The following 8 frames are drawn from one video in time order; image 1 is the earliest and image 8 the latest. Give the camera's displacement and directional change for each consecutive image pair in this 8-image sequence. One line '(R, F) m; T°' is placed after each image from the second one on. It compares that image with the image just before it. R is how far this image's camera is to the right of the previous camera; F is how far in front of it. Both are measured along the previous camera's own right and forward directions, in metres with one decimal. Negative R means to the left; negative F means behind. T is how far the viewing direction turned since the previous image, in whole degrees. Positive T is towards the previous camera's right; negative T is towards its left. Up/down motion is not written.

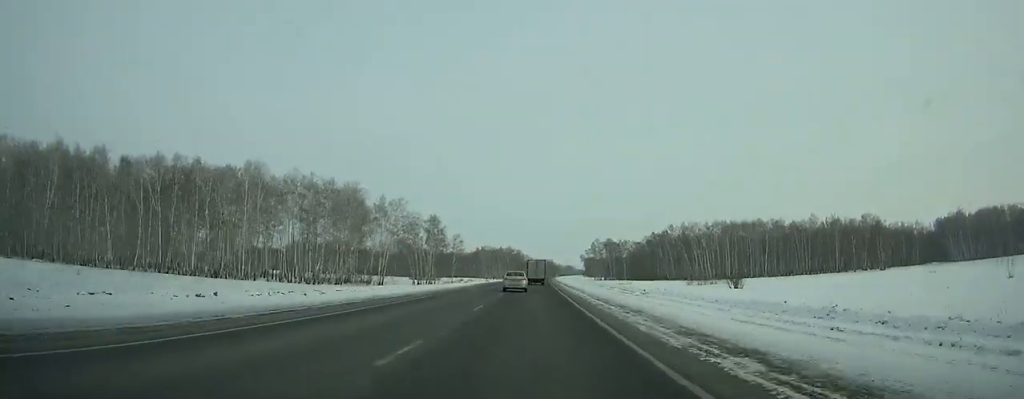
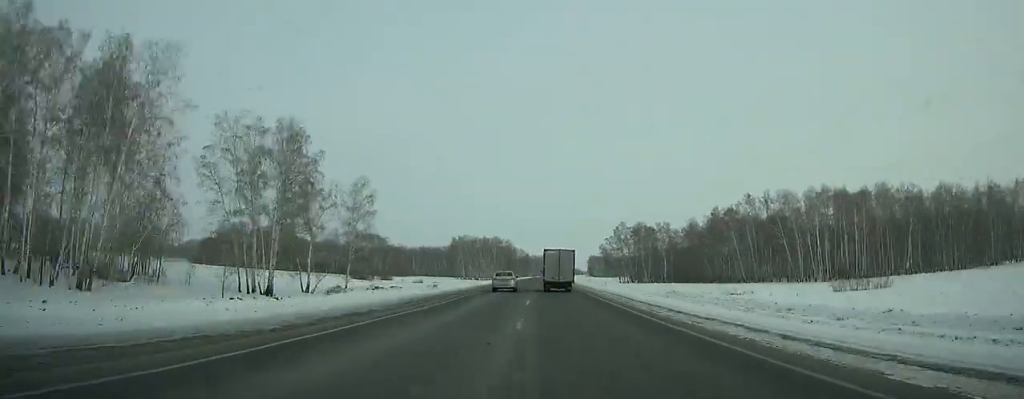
(+0.5, +92.4) m; +1°
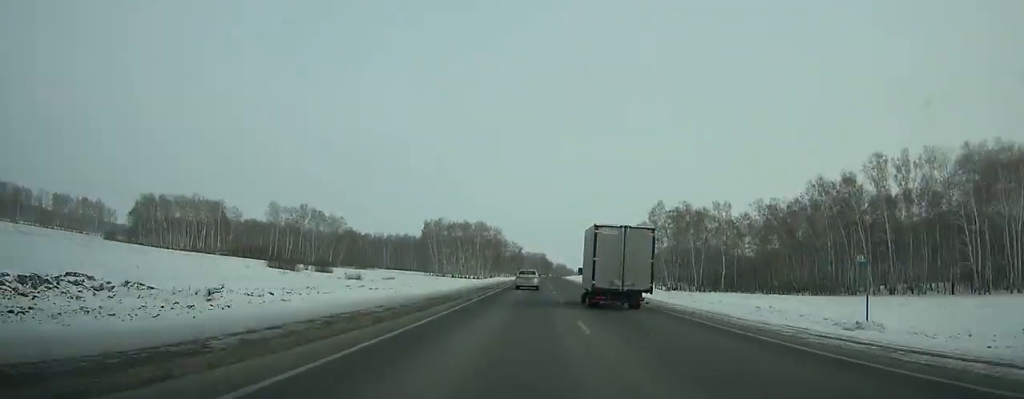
(+0.4, +62.0) m; +2°
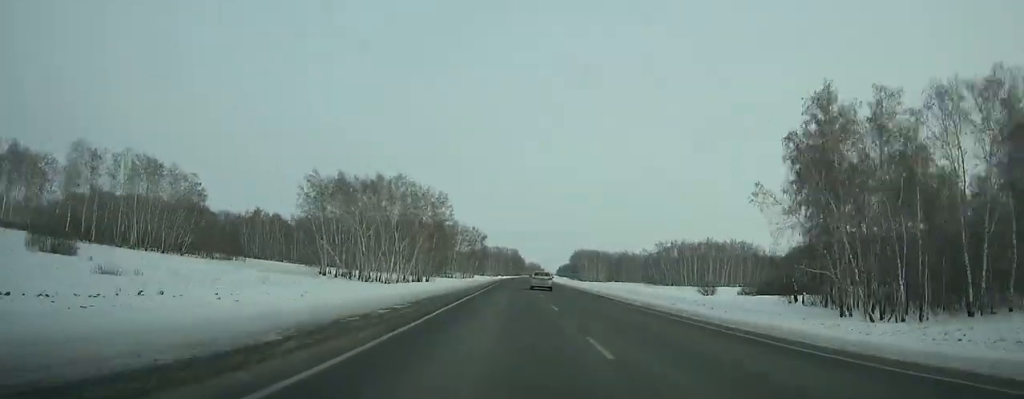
(+2.2, +87.9) m; +2°
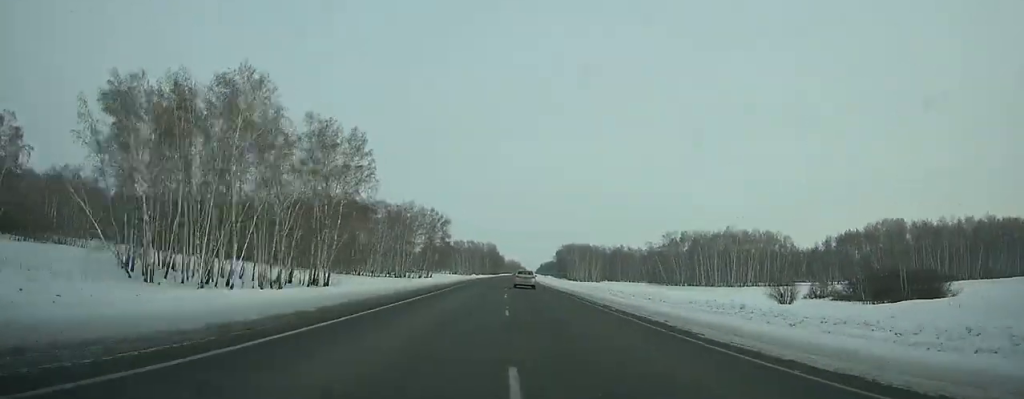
(+0.4, +51.8) m; 0°
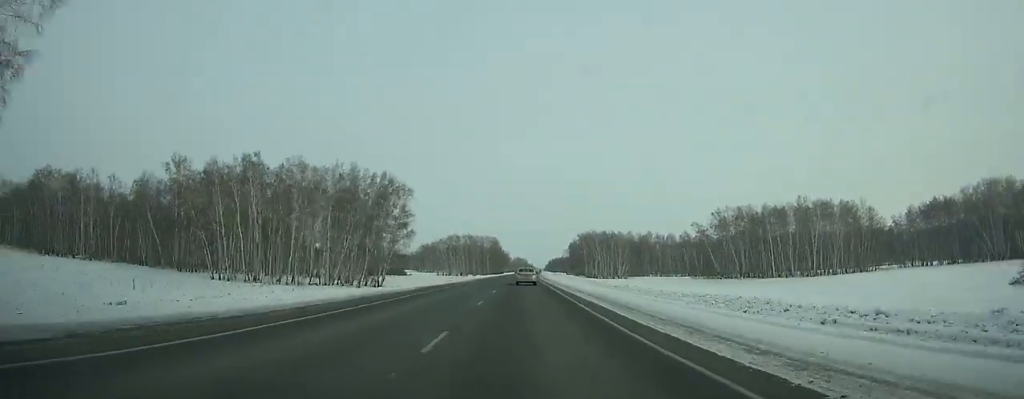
(+0.1, +55.2) m; 0°
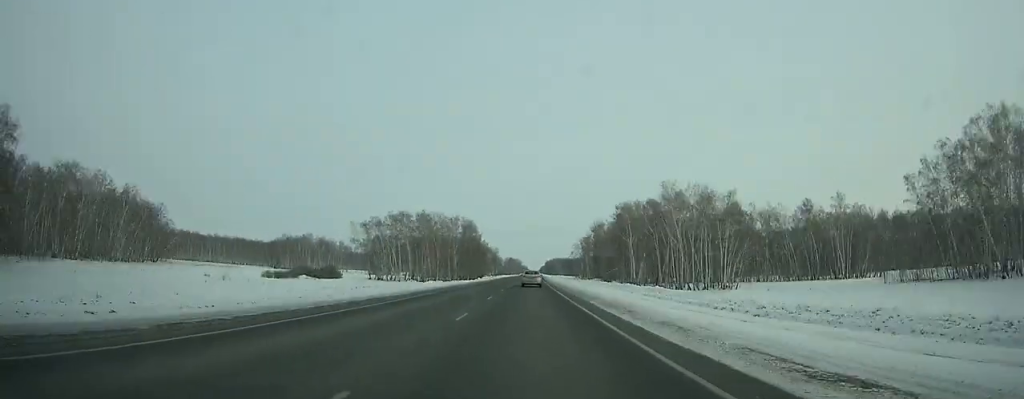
(+0.3, +114.5) m; +1°
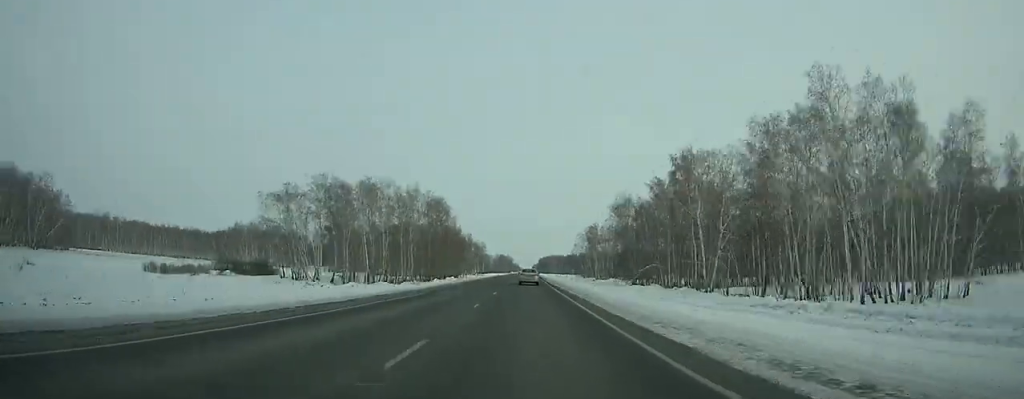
(+0.3, +56.1) m; 0°
